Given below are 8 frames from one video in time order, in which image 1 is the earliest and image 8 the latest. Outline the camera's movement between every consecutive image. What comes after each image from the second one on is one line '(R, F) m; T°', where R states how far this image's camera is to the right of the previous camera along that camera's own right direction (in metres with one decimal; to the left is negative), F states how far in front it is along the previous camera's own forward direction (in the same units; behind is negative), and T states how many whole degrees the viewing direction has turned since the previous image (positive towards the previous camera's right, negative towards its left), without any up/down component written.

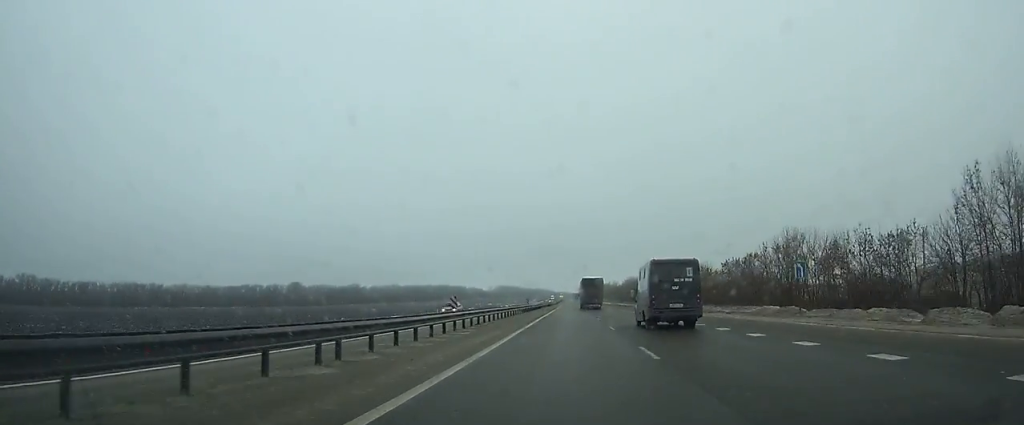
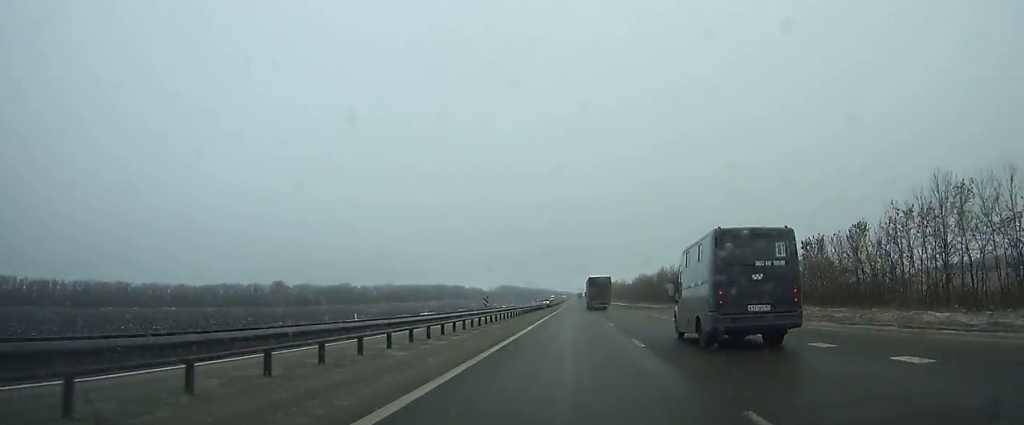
(-0.1, +32.9) m; 0°
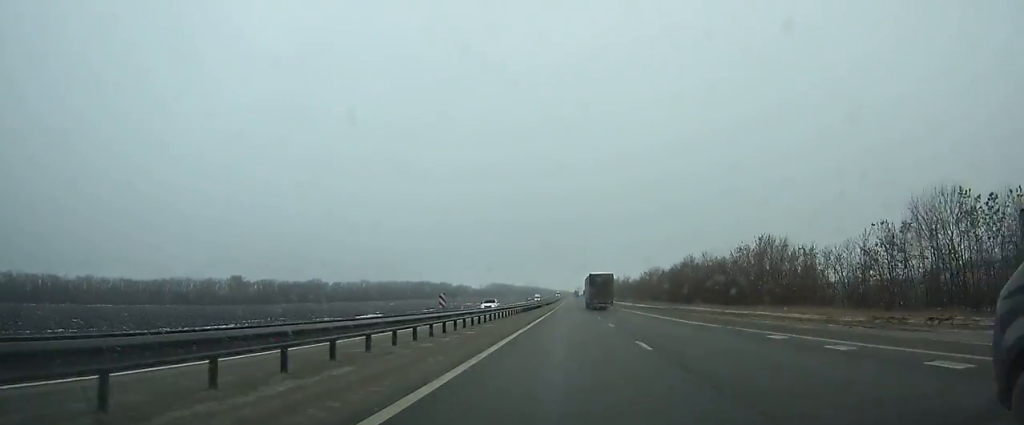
(-0.1, +49.4) m; 0°
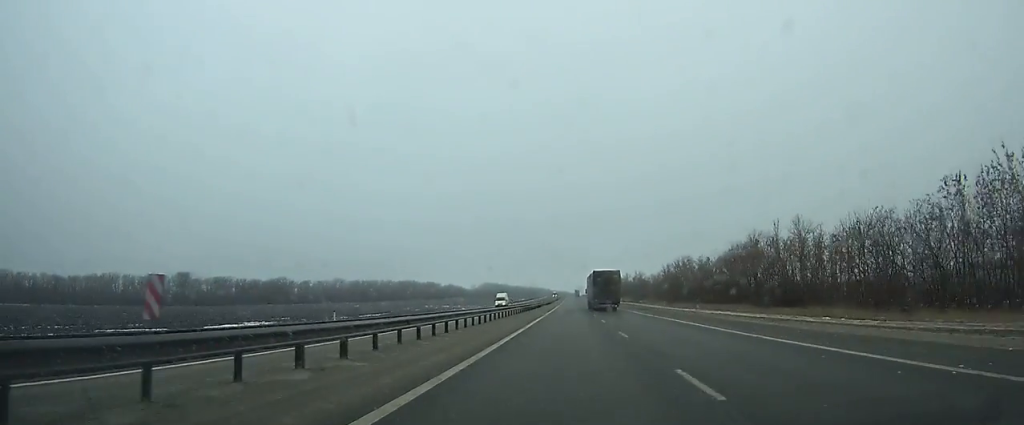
(-0.1, +54.8) m; 0°
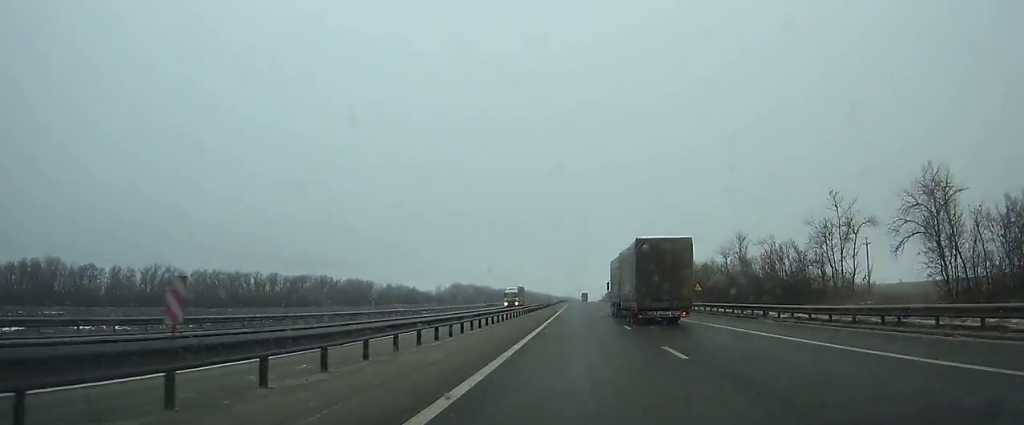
(+0.3, +198.2) m; 0°
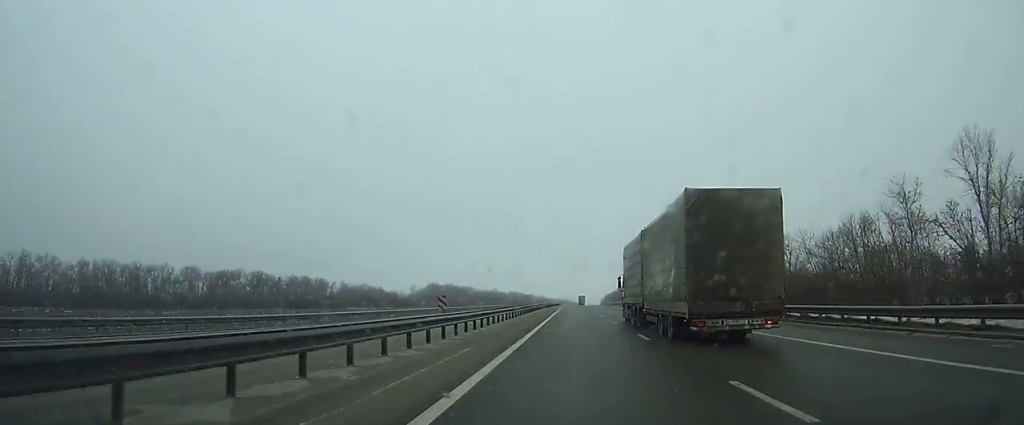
(-0.2, +66.6) m; 0°
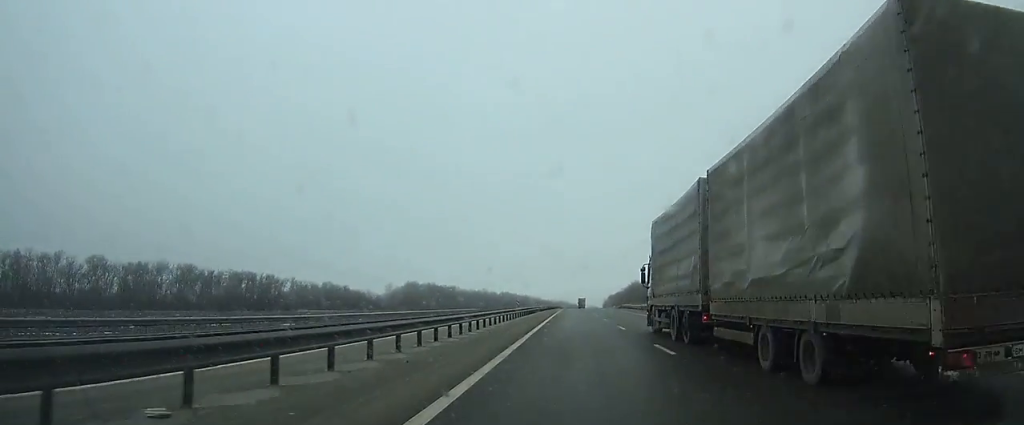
(0.0, +53.3) m; 0°
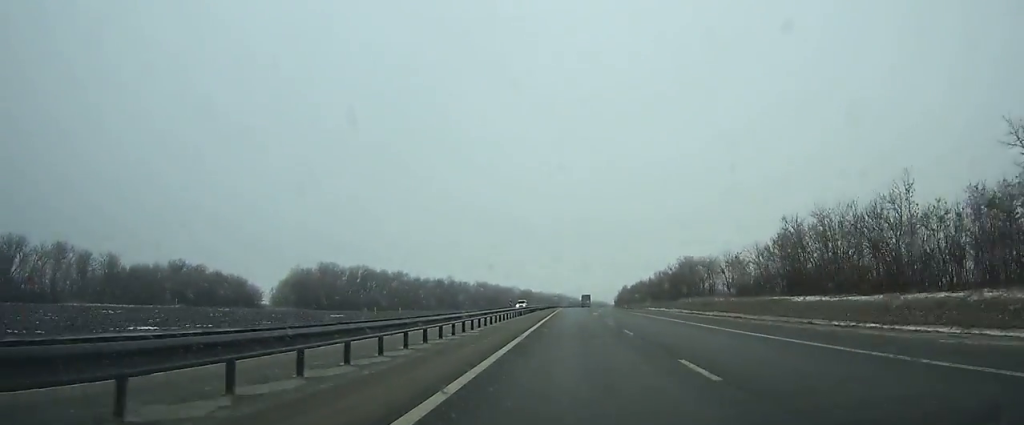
(+0.4, +128.8) m; 0°
